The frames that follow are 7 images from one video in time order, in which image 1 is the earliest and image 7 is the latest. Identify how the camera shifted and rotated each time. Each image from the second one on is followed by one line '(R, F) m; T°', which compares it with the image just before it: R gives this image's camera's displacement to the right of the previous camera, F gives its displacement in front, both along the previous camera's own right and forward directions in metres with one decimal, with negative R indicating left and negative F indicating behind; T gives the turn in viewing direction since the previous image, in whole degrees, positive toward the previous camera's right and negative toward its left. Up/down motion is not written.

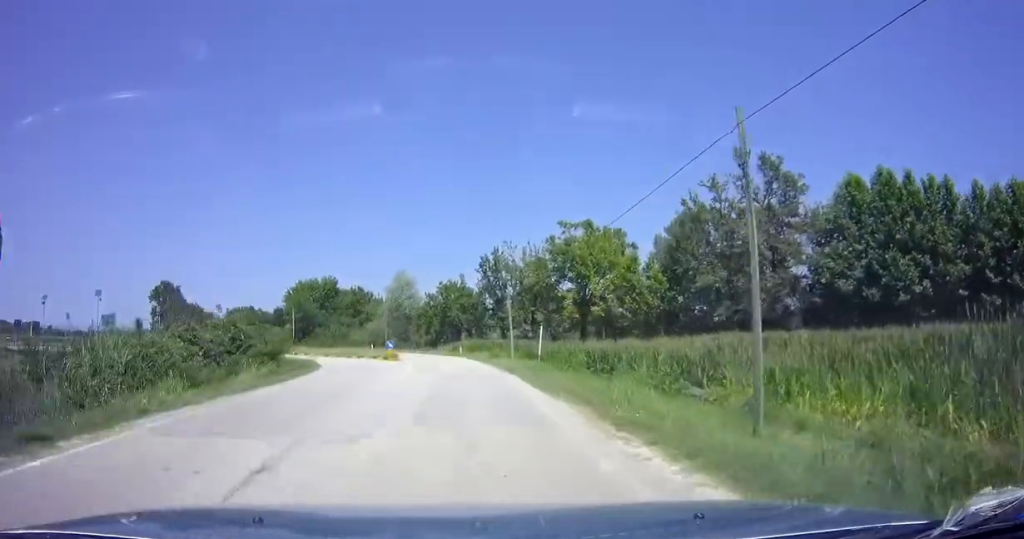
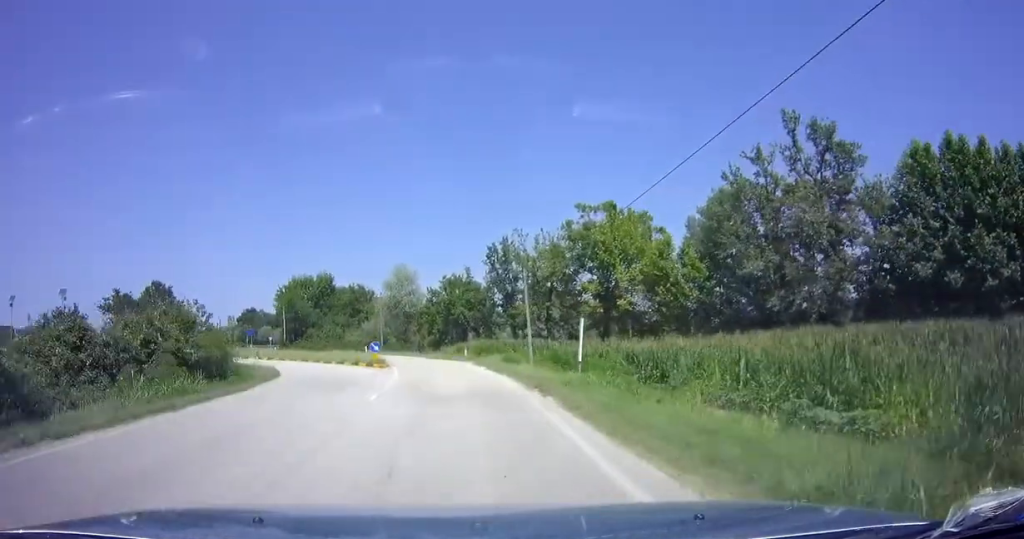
(-0.1, +6.9) m; -3°
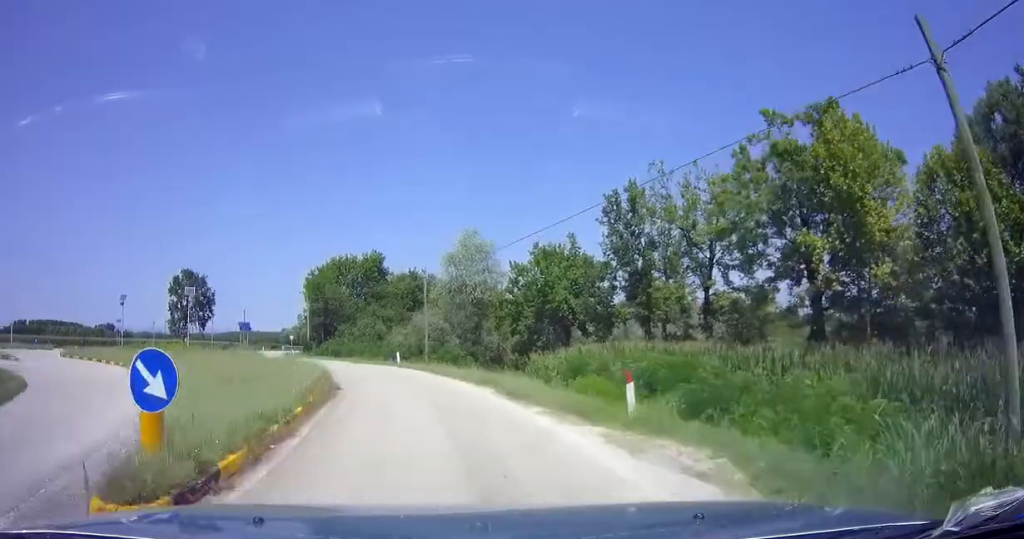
(-2.3, +23.2) m; -16°
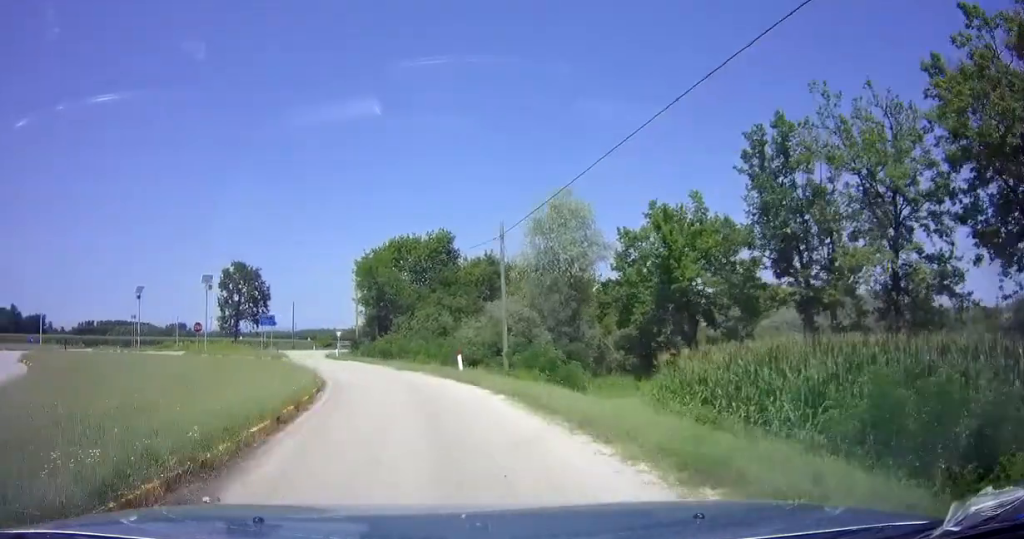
(-1.3, +11.1) m; -9°
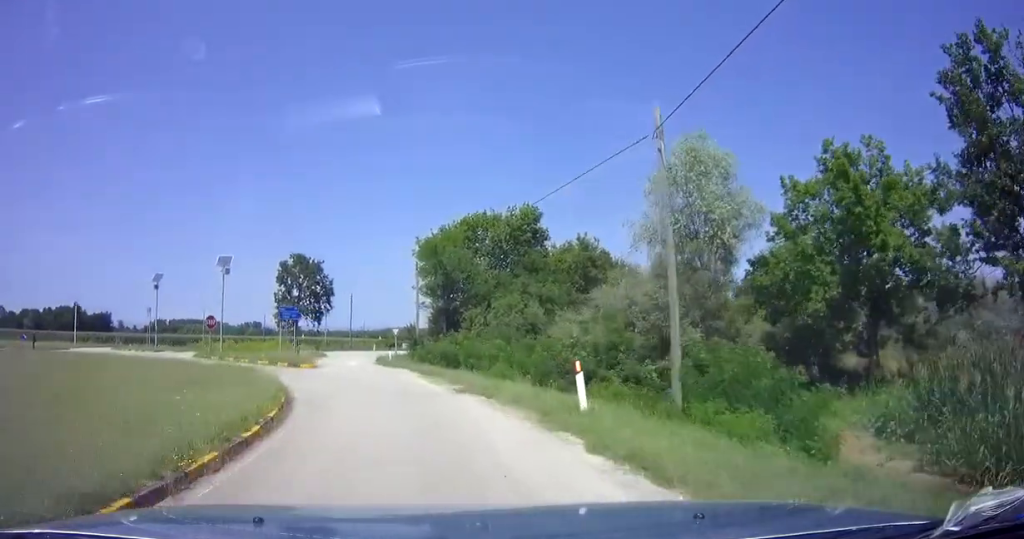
(-0.2, +9.6) m; -12°
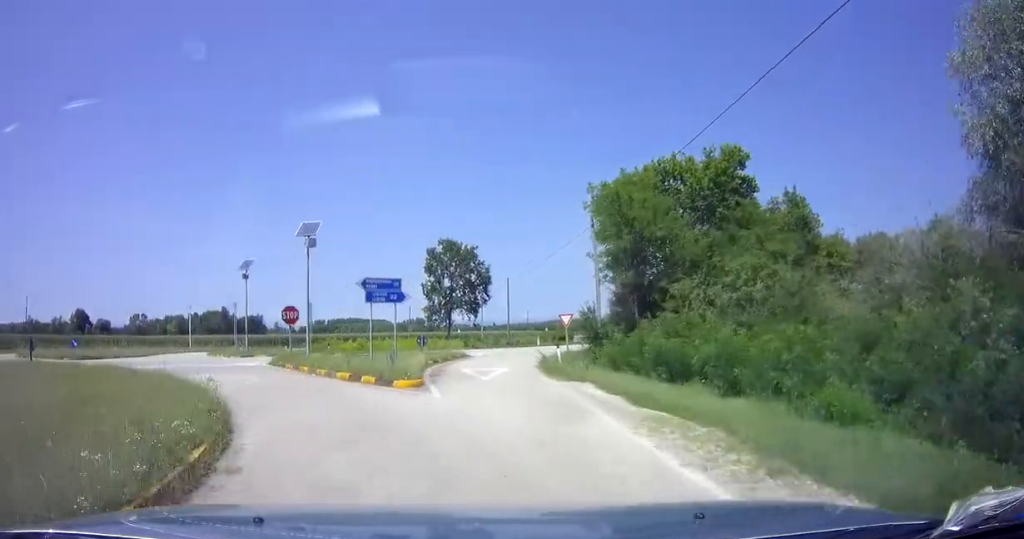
(-2.9, +9.9) m; -26°
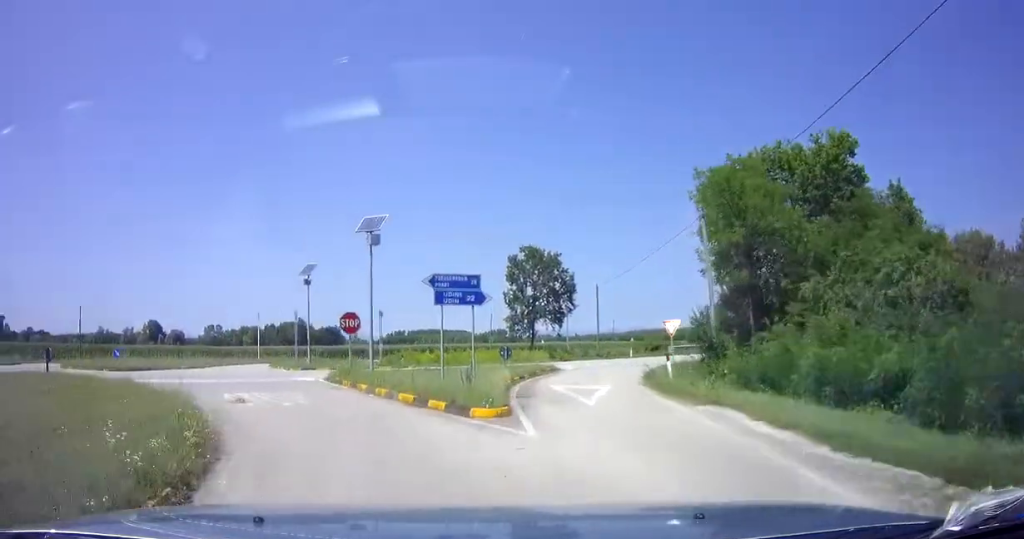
(-0.2, +3.3) m; -7°
